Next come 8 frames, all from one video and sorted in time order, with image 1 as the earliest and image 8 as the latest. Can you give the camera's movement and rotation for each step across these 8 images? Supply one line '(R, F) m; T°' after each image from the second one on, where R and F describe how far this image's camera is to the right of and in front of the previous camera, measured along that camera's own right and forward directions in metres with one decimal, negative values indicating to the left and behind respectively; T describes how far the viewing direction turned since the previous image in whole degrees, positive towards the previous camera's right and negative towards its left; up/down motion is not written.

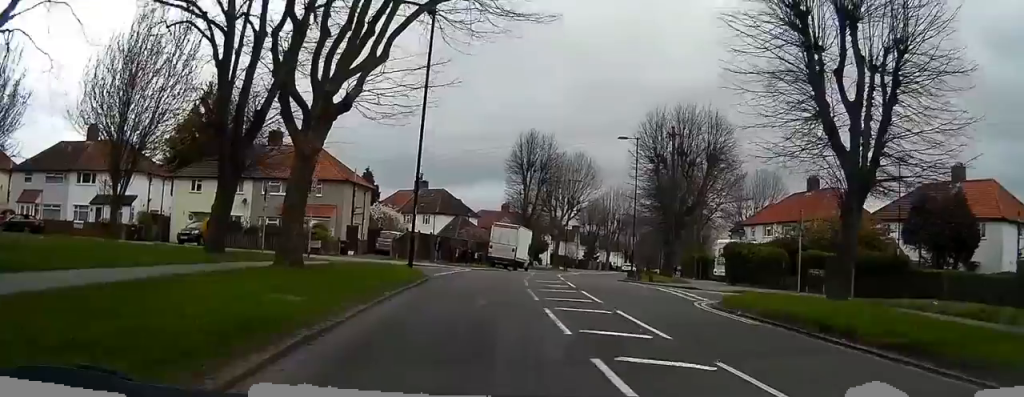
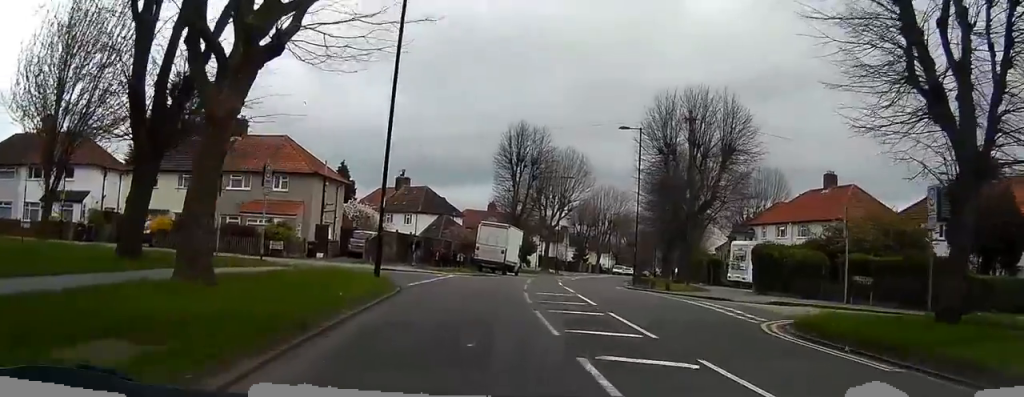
(+0.1, +5.5) m; 0°
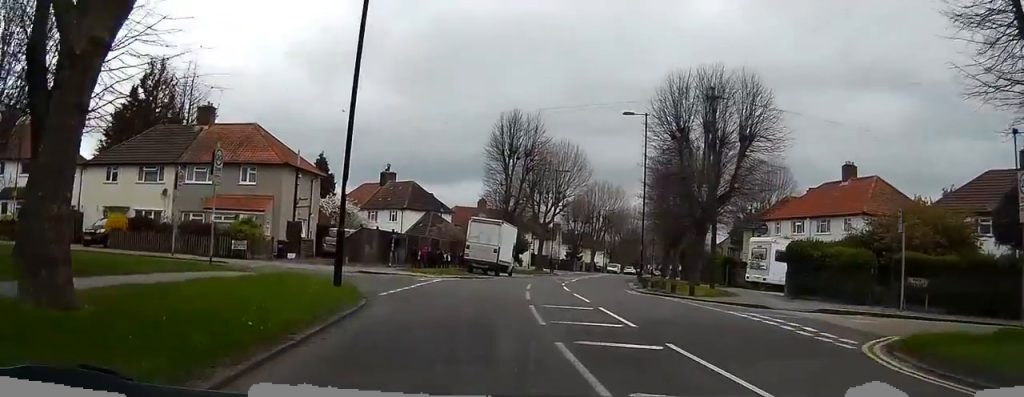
(-0.1, +4.6) m; 0°
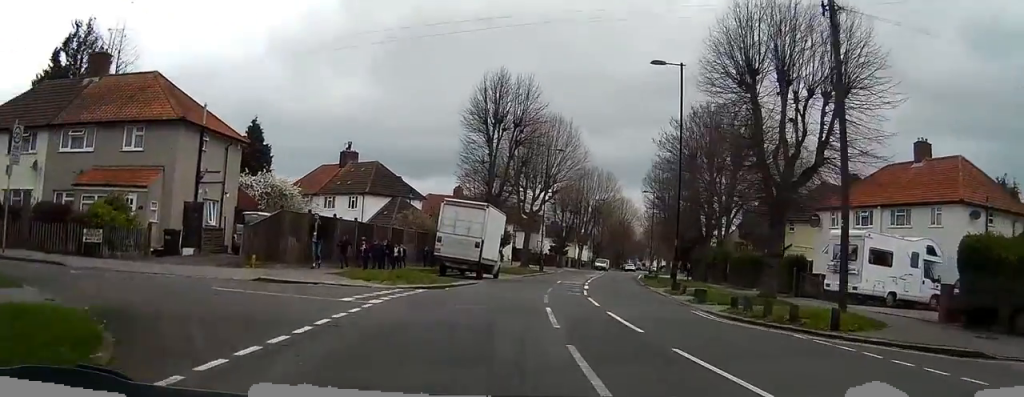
(+0.1, +11.9) m; +2°
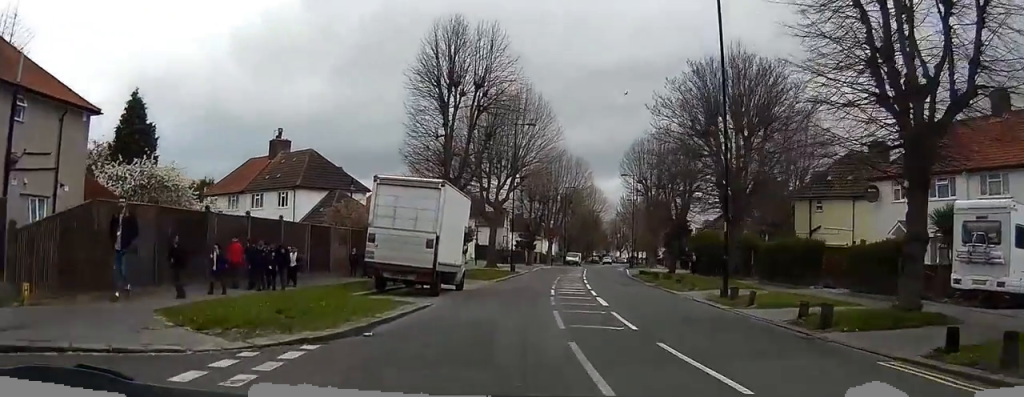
(+0.1, +10.9) m; +2°
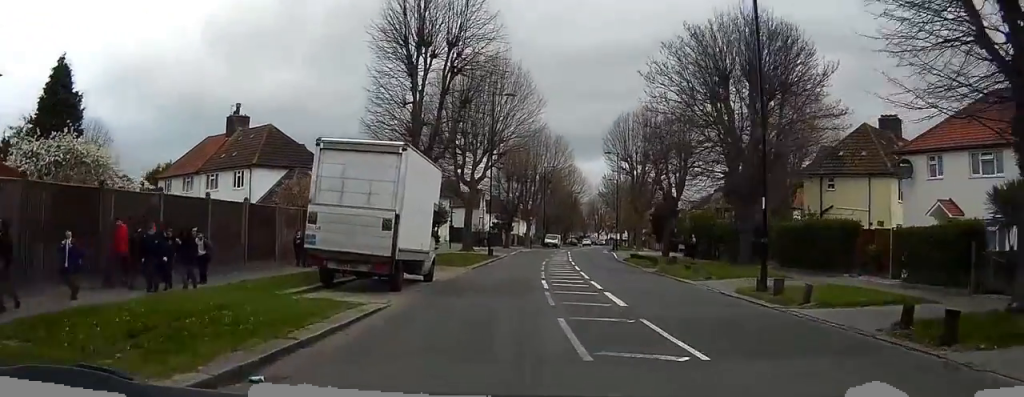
(0.0, +4.8) m; +2°
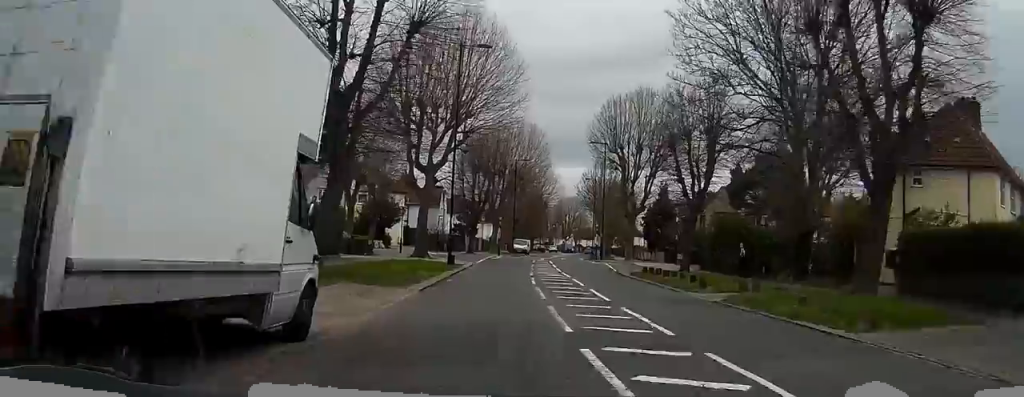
(+0.5, +12.1) m; +5°
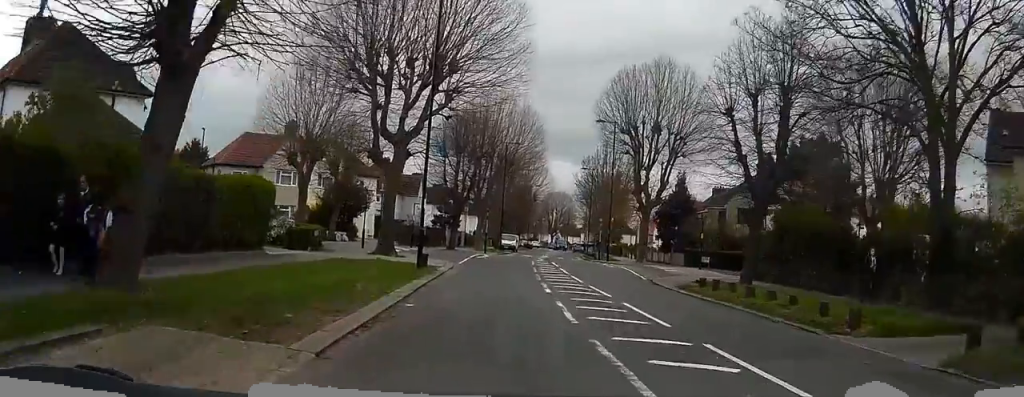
(+0.2, +10.4) m; +1°
